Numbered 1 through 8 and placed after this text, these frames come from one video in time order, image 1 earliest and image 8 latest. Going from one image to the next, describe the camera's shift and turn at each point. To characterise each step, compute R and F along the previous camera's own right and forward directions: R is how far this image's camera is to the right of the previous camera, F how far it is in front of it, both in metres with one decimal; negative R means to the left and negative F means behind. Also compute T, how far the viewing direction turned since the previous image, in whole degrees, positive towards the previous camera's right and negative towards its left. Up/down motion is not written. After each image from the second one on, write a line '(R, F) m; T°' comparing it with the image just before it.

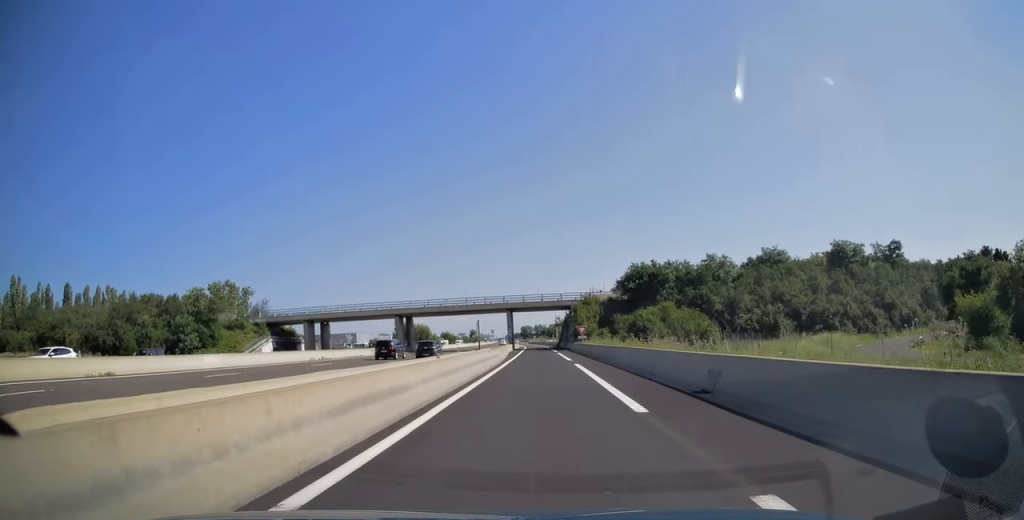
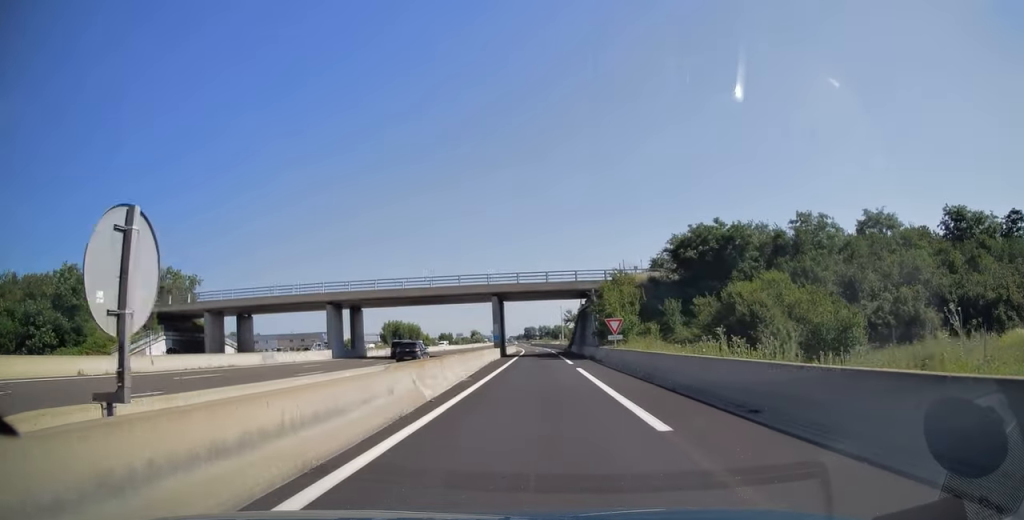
(-0.2, +28.1) m; -1°
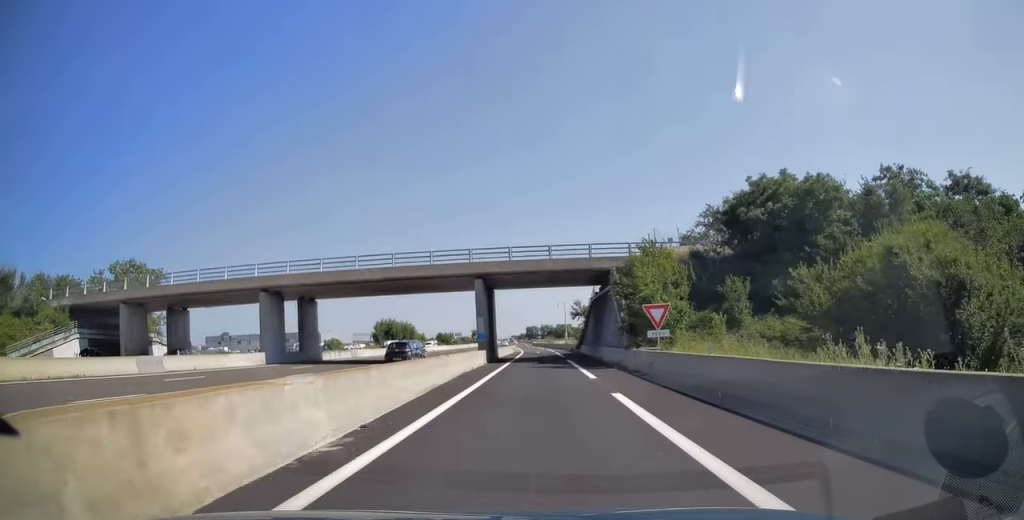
(0.0, +14.3) m; 0°
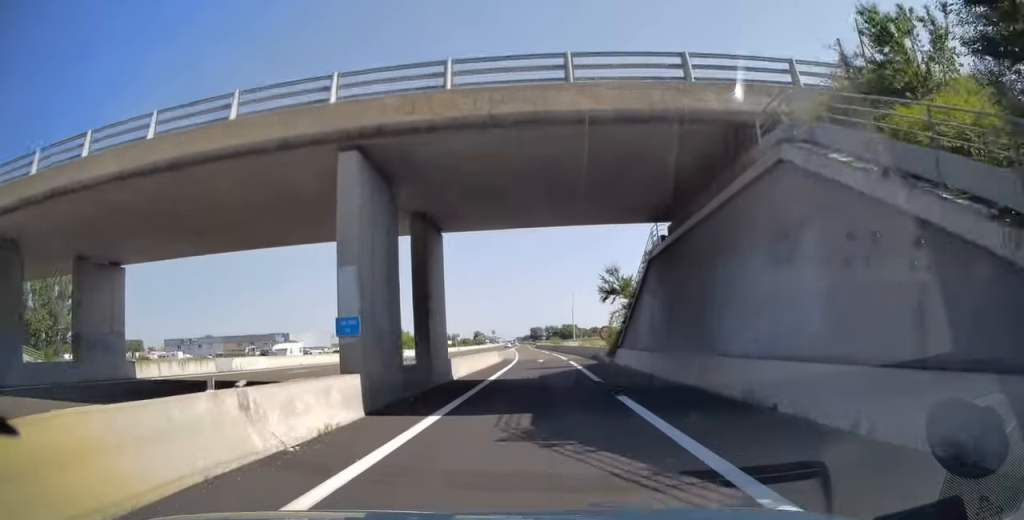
(0.0, +26.8) m; 0°
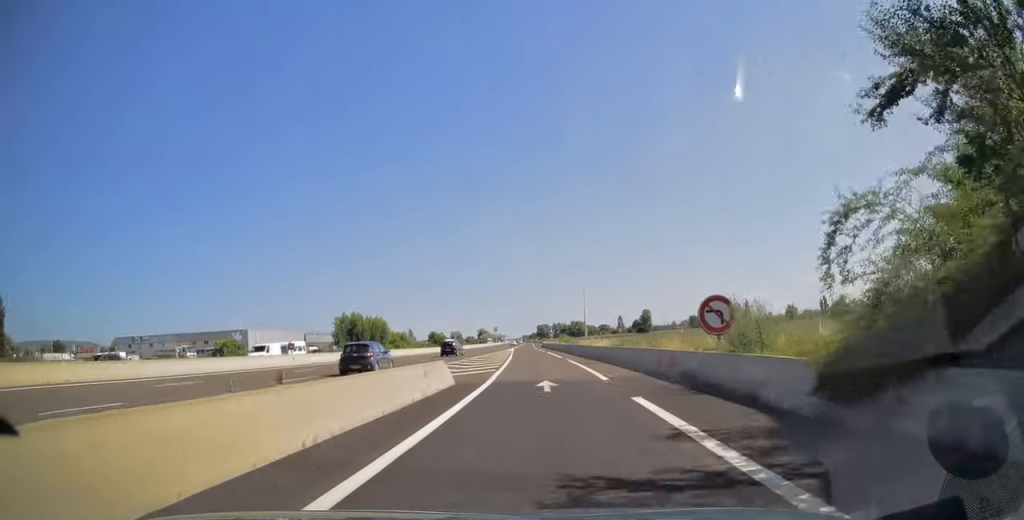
(0.0, +26.8) m; 0°
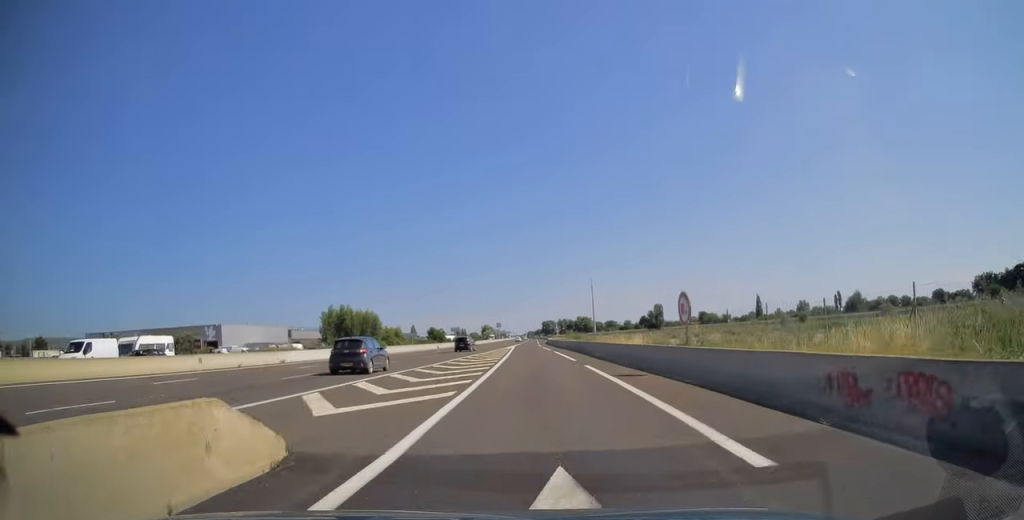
(0.0, +13.8) m; 0°
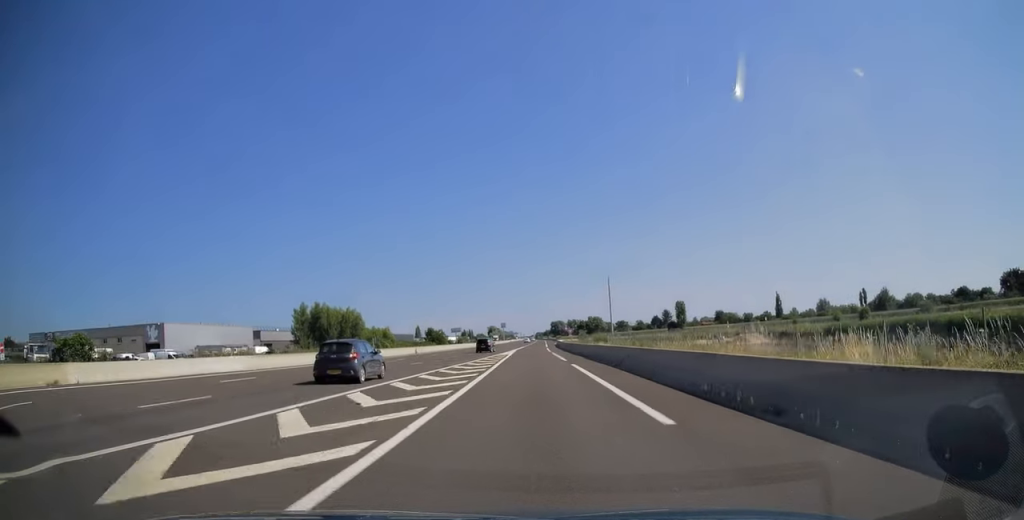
(-0.2, +22.9) m; -1°
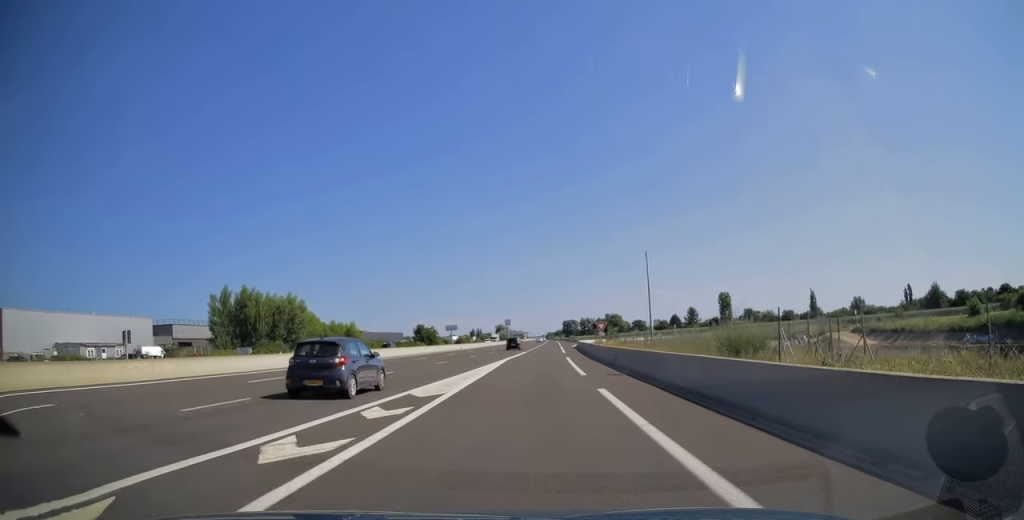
(-0.4, +39.6) m; -1°
